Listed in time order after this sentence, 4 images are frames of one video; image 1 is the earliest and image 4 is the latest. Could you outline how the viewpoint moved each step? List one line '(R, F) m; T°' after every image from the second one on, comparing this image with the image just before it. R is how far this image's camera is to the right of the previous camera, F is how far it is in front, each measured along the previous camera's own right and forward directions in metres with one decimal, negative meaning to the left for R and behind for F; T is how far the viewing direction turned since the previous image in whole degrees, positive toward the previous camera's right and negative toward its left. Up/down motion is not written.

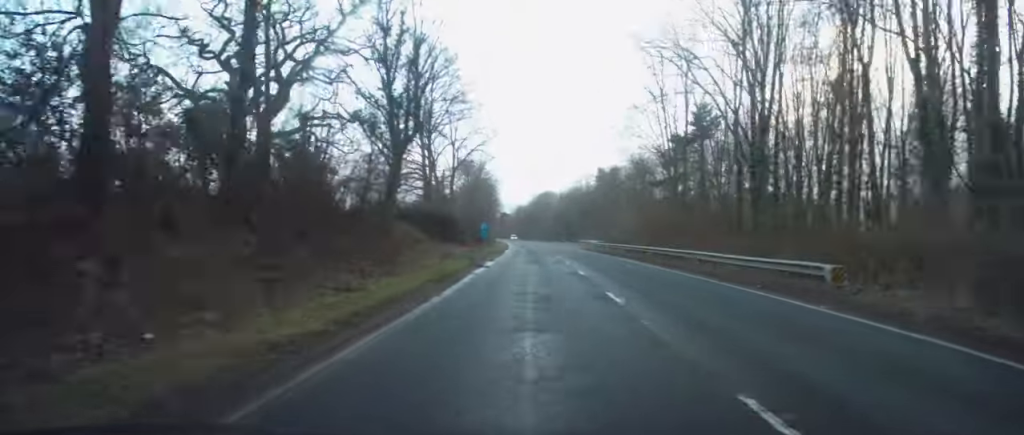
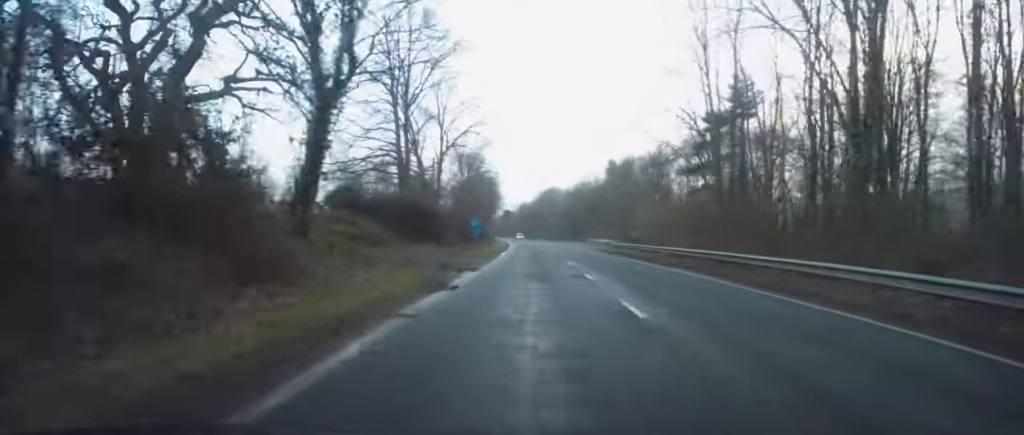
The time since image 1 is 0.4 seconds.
(-0.1, +11.2) m; -1°
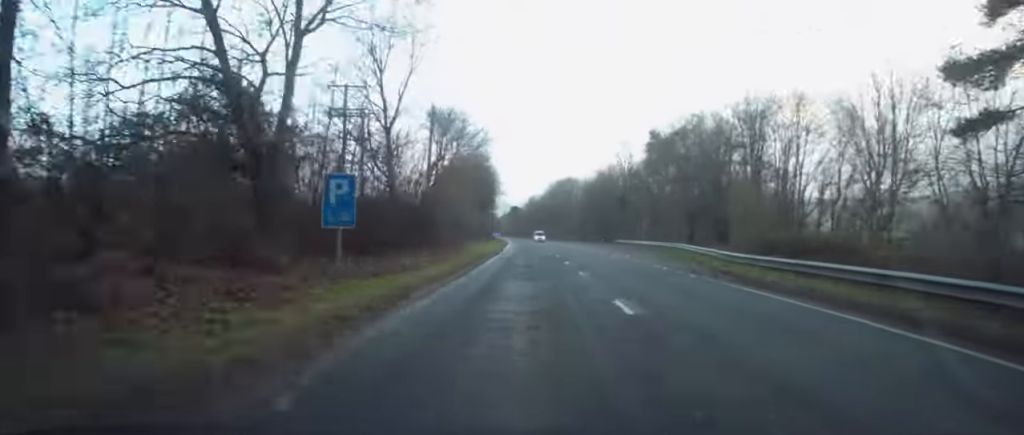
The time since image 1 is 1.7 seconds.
(-0.4, +35.5) m; -1°
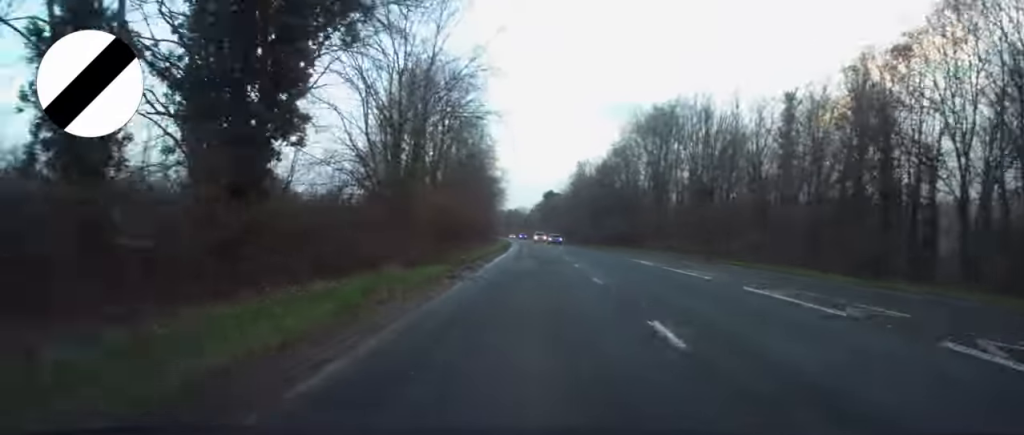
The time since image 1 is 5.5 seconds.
(-3.9, +103.2) m; -4°
